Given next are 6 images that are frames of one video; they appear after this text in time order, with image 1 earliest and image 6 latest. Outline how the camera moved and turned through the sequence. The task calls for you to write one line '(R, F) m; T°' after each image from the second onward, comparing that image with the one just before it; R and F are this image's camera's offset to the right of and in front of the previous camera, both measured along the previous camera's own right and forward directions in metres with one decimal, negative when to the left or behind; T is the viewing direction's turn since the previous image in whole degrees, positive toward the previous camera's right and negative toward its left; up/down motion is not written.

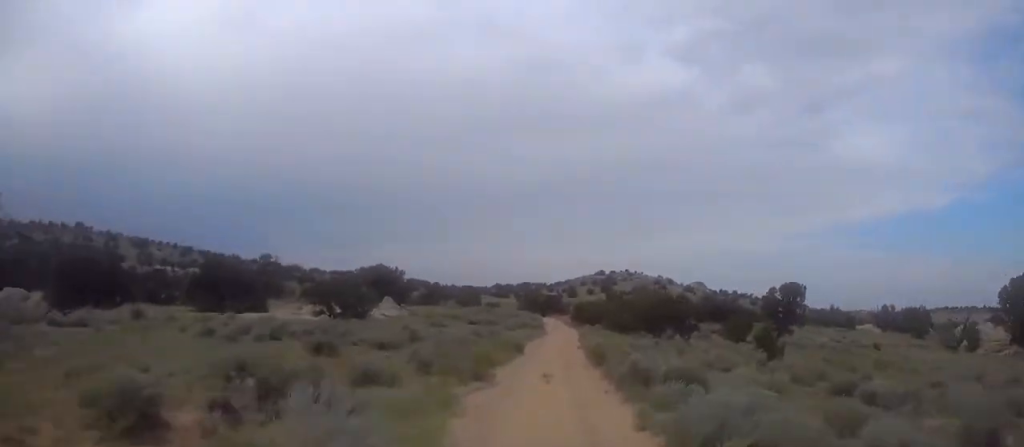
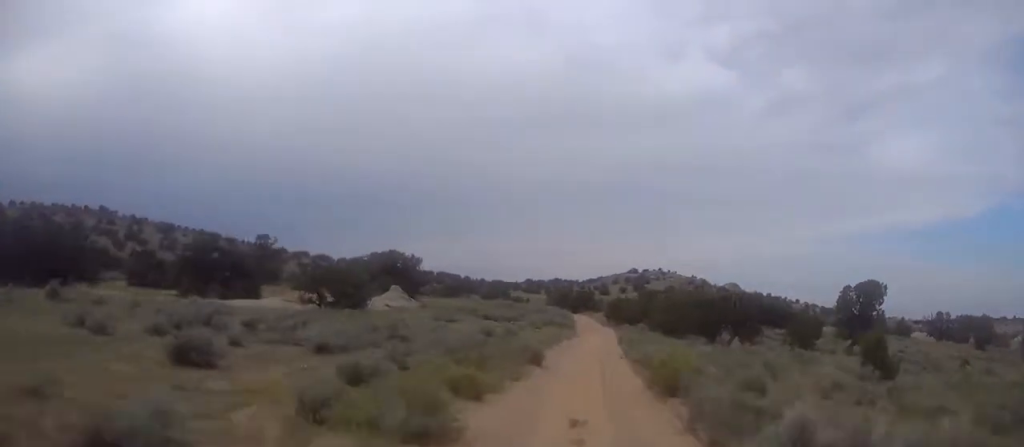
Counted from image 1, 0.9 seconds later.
(+0.2, +10.0) m; +2°
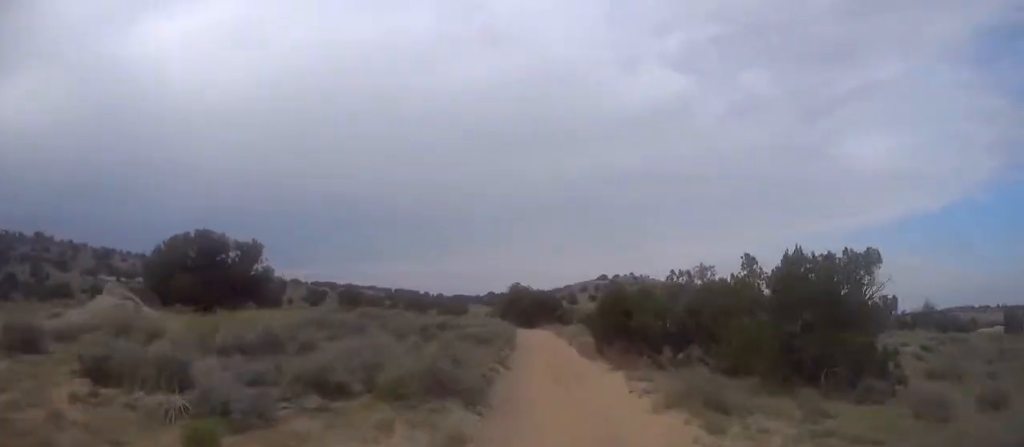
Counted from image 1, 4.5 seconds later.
(+1.3, +37.6) m; +1°
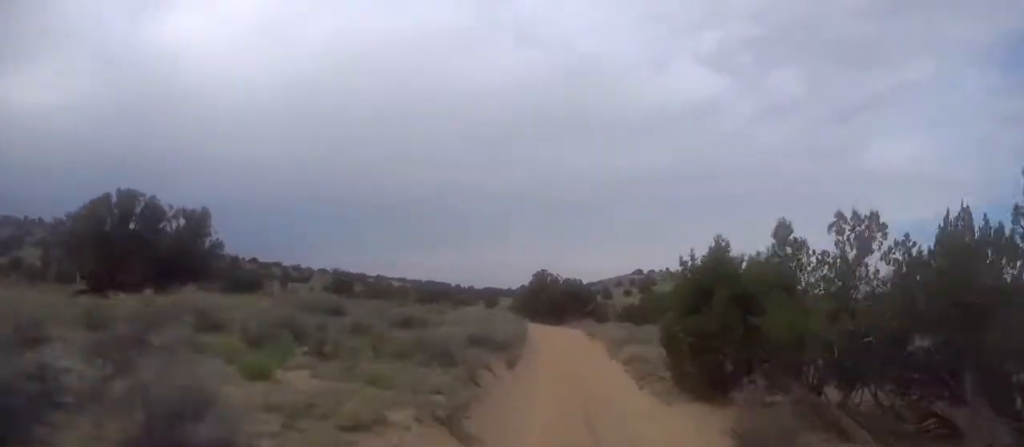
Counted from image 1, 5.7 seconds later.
(-0.2, +12.6) m; -2°
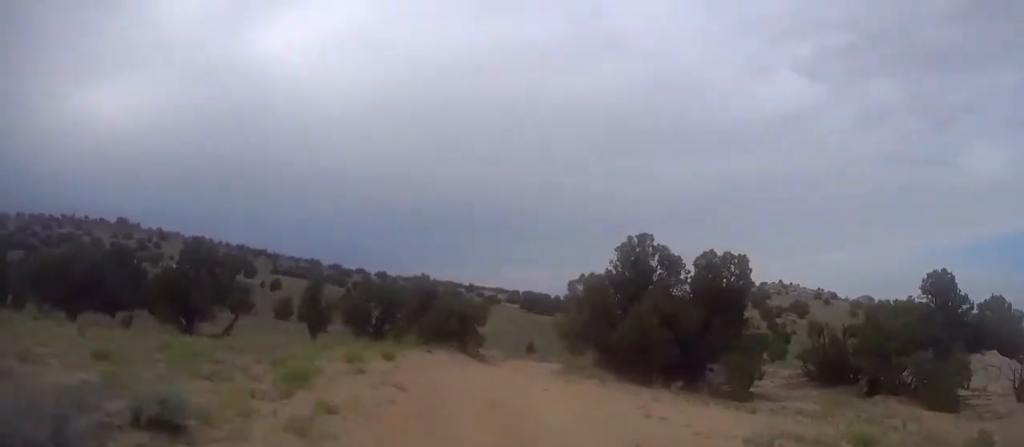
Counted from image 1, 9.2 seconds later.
(-1.4, +35.9) m; -4°
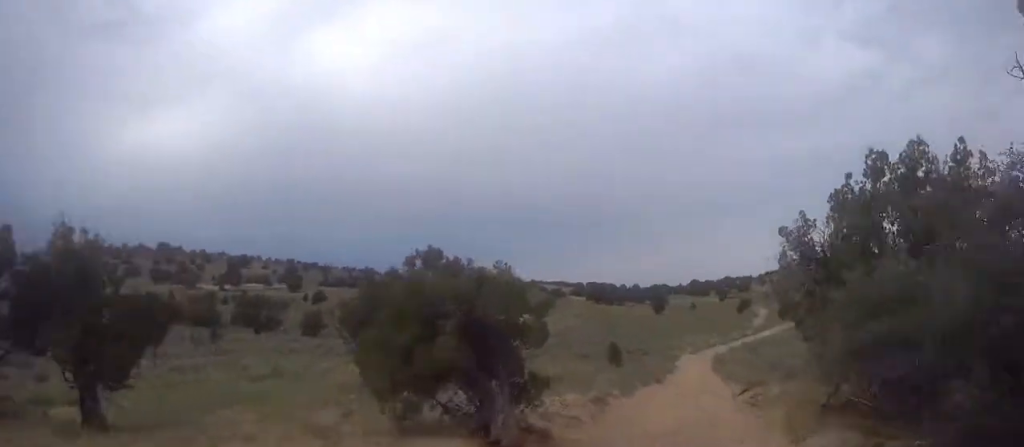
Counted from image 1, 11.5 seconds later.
(-0.5, +21.3) m; -2°
